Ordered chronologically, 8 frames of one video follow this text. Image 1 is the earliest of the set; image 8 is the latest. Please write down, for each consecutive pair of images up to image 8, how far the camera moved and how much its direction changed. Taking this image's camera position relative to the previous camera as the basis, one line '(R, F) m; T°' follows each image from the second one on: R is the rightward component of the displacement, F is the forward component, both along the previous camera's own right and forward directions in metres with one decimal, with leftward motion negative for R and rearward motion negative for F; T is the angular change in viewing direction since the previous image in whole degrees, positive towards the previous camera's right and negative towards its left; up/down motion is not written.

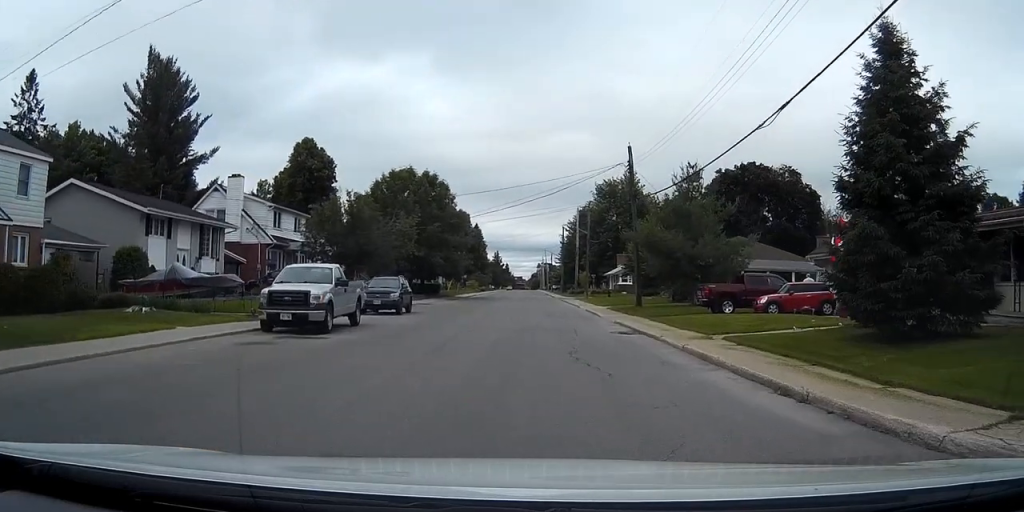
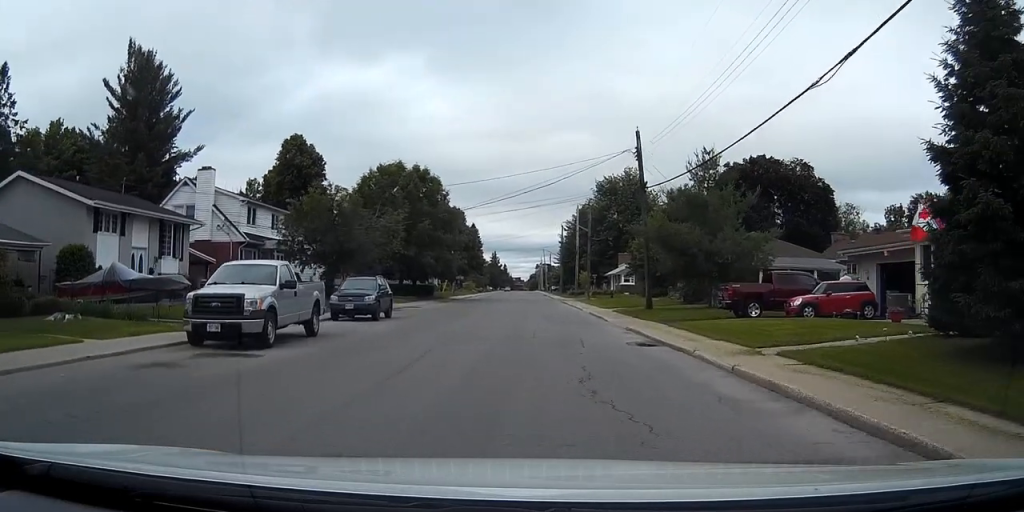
(0.0, +4.5) m; +1°
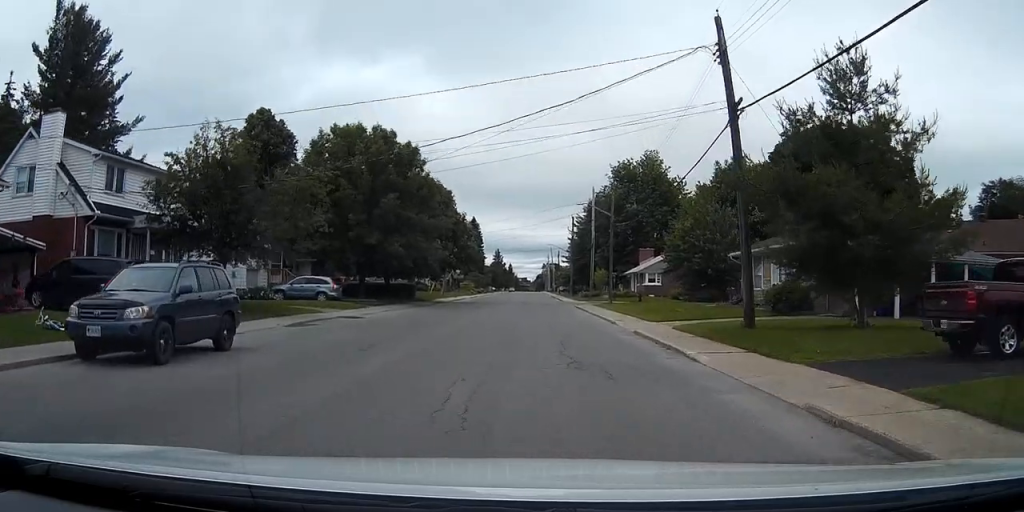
(-0.2, +17.5) m; -1°
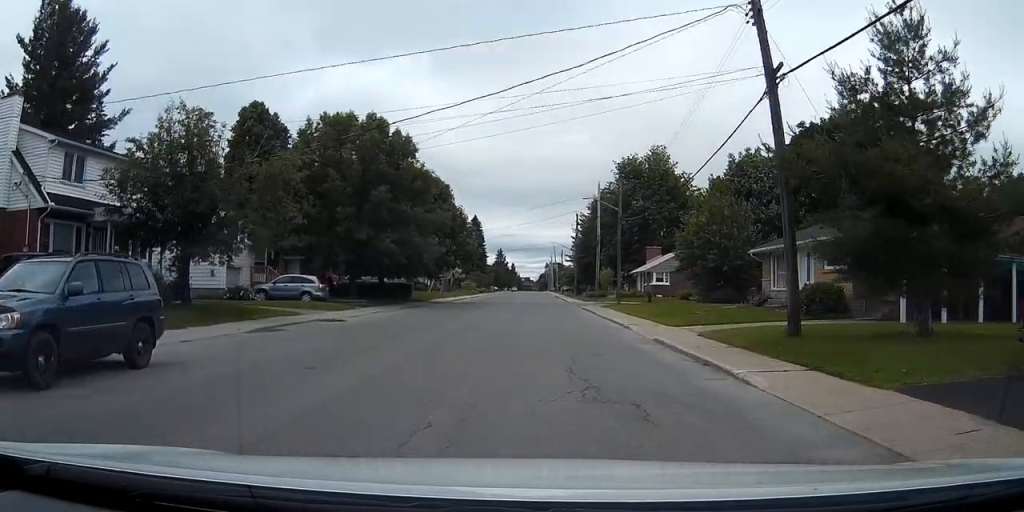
(0.0, +3.5) m; 0°
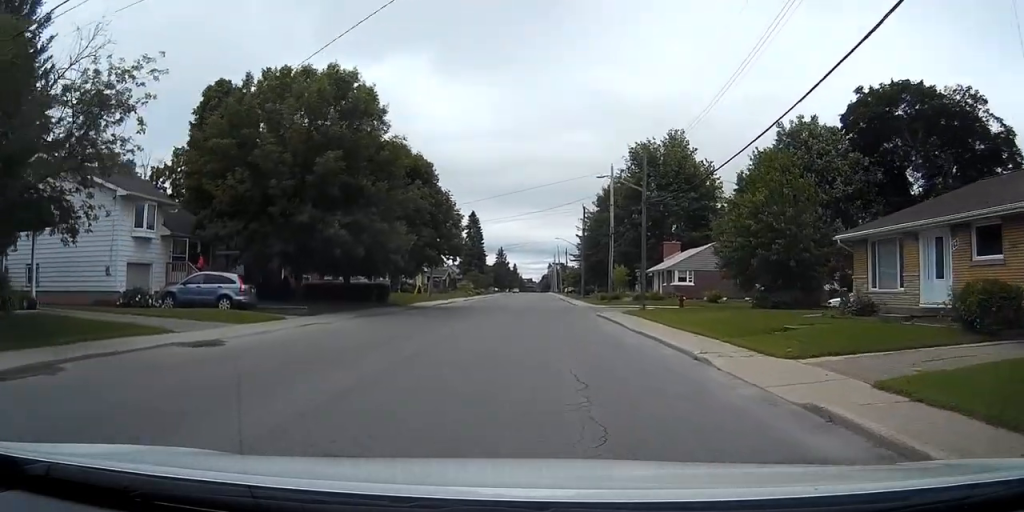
(0.0, +11.3) m; 0°
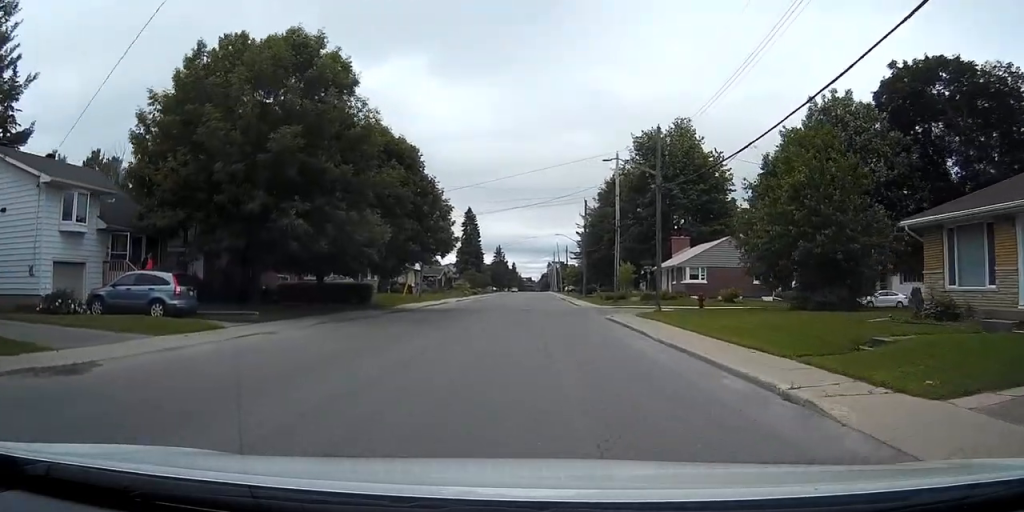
(-0.1, +5.7) m; 0°
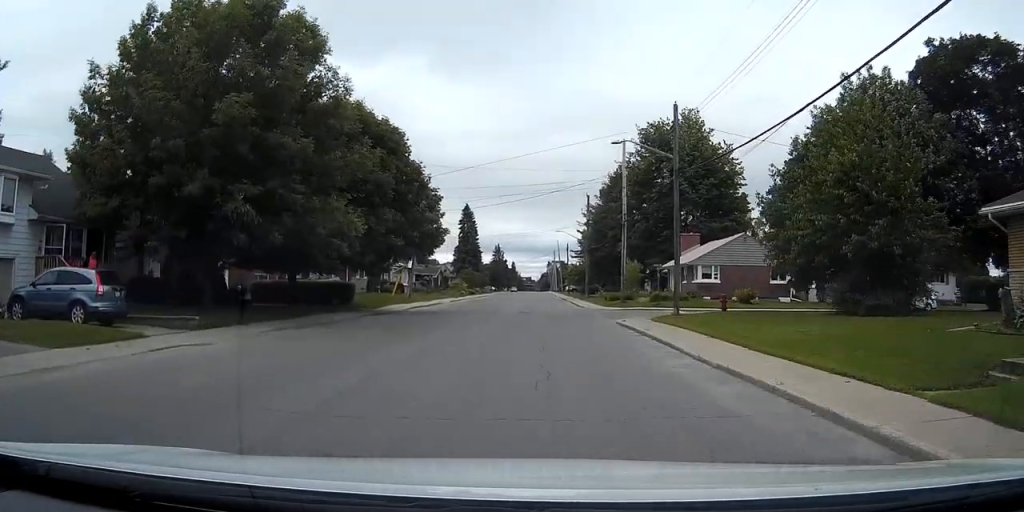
(0.0, +4.9) m; 0°
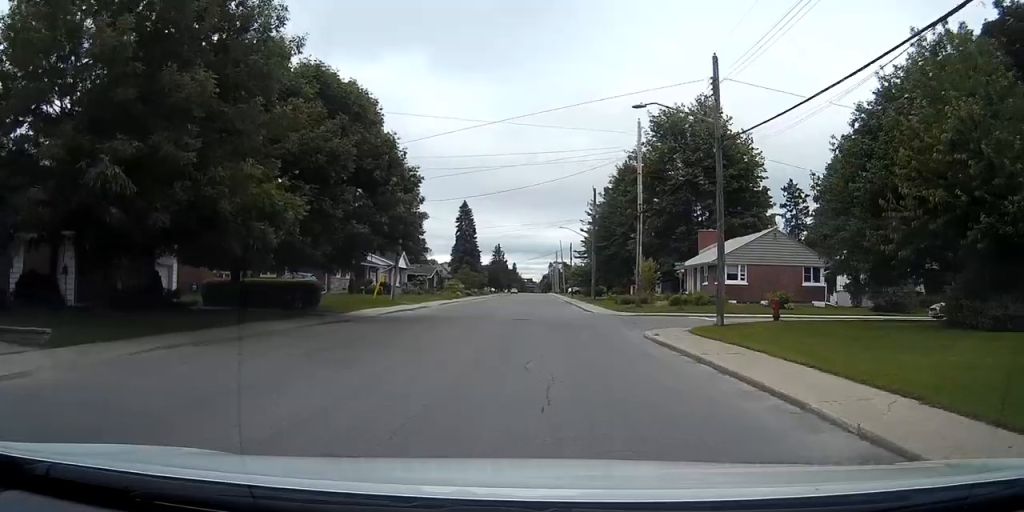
(+0.1, +7.5) m; +1°
